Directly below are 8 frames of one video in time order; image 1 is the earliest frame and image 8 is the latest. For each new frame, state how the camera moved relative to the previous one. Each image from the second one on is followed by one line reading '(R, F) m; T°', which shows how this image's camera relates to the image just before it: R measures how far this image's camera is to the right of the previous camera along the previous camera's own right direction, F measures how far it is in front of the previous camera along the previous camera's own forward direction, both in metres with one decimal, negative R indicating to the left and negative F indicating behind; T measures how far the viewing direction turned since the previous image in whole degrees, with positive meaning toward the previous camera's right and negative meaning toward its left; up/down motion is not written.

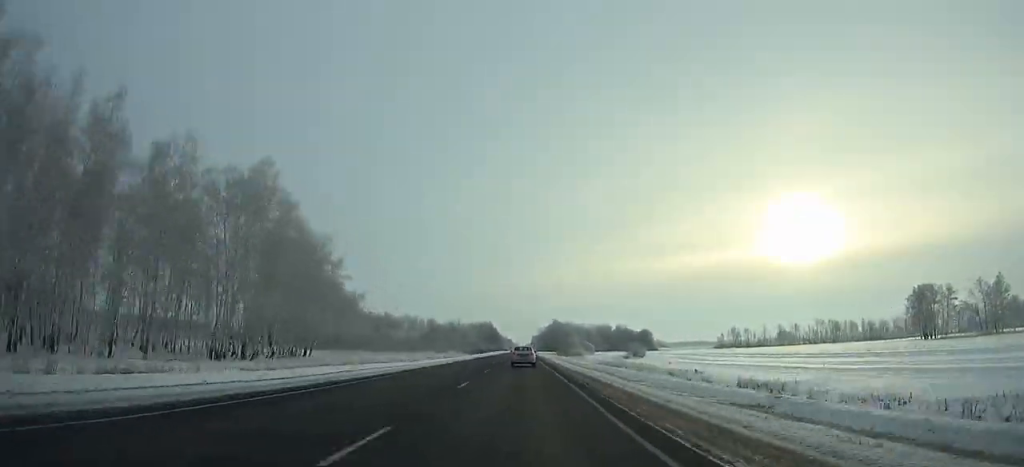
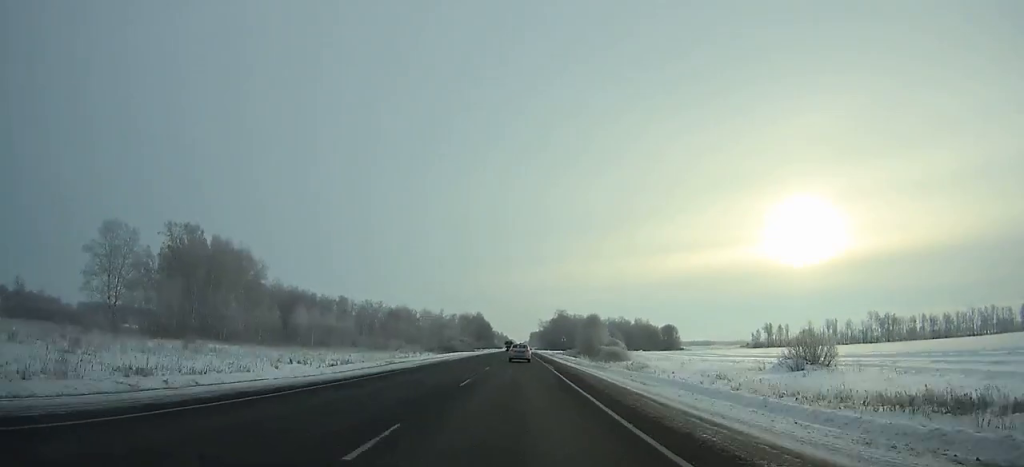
(+2.1, +74.0) m; +2°
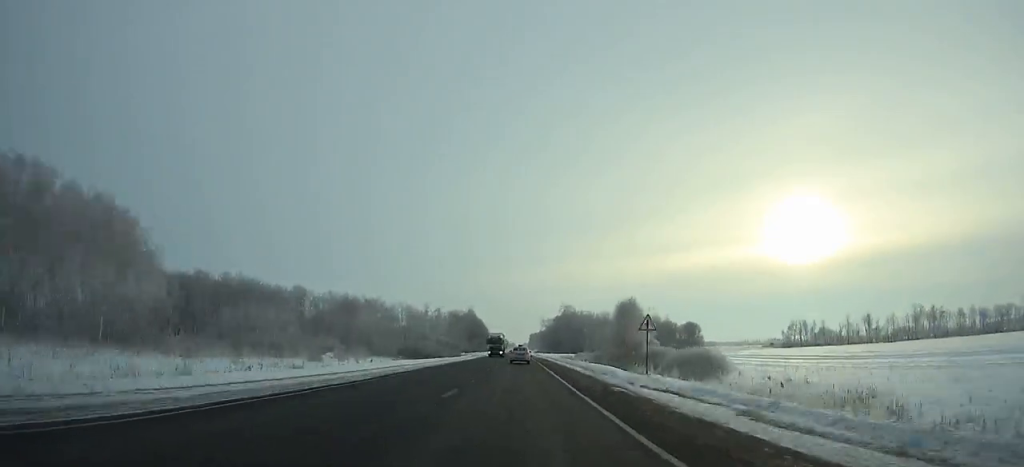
(+0.8, +47.2) m; -1°
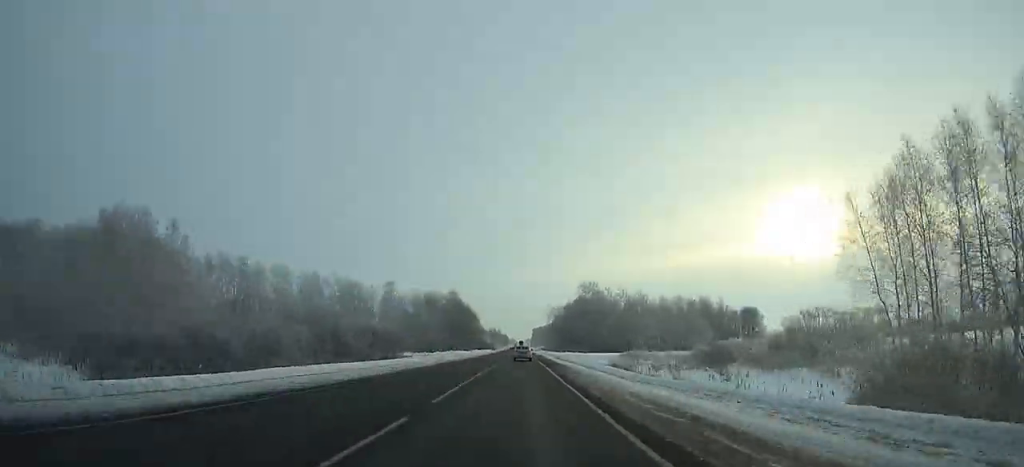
(-4.8, +85.4) m; -5°
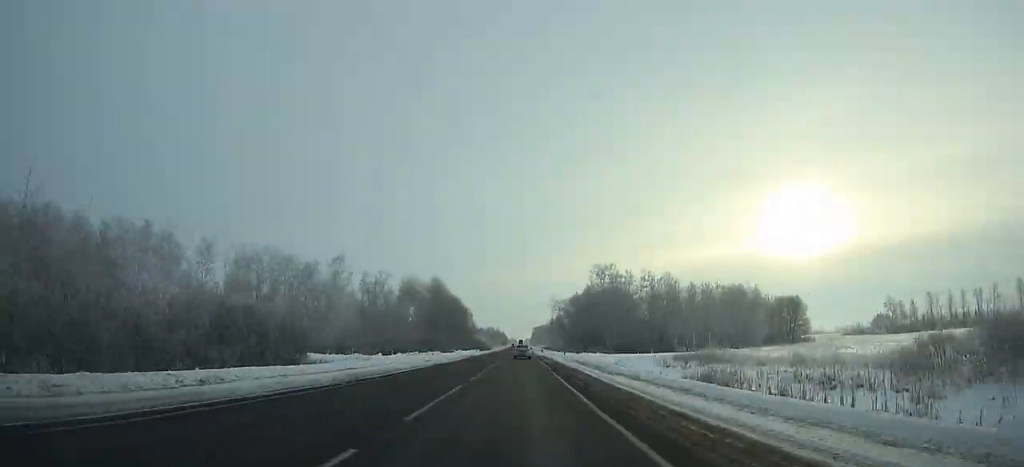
(-2.0, +43.2) m; 0°
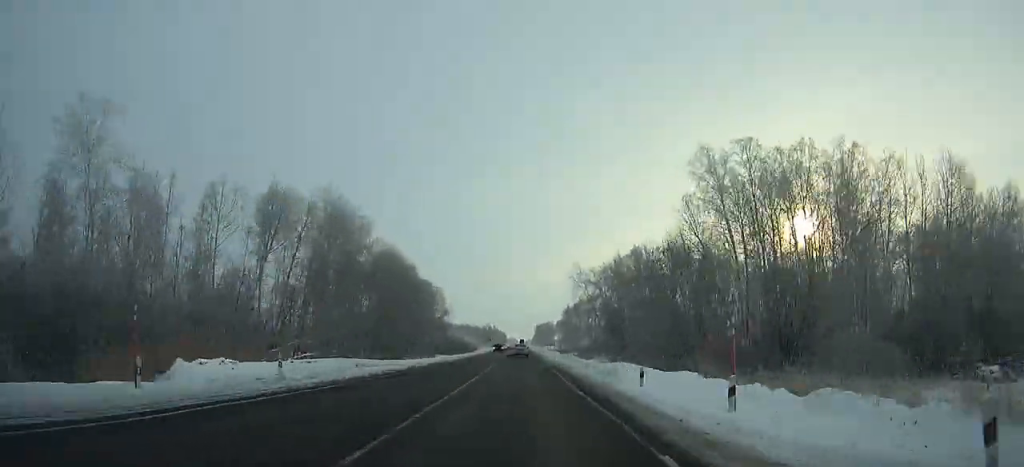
(+2.5, +107.1) m; +2°
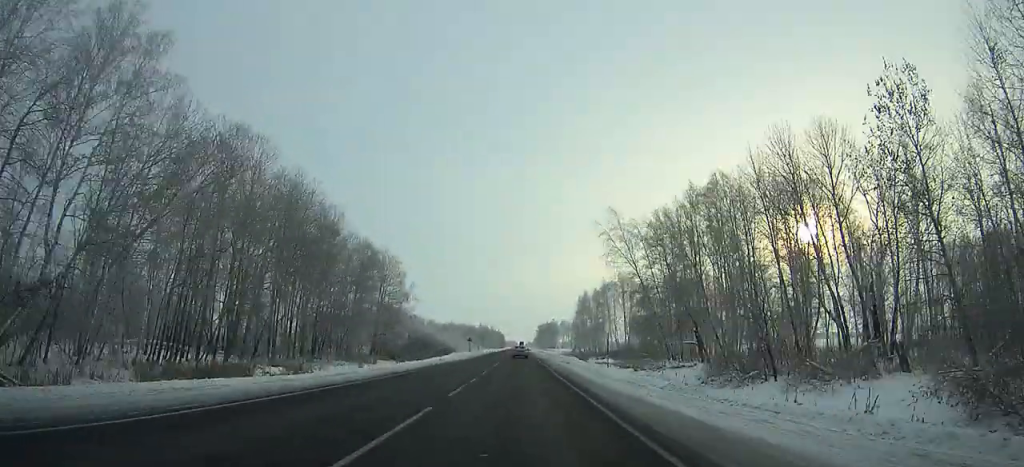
(+0.4, +61.6) m; 0°
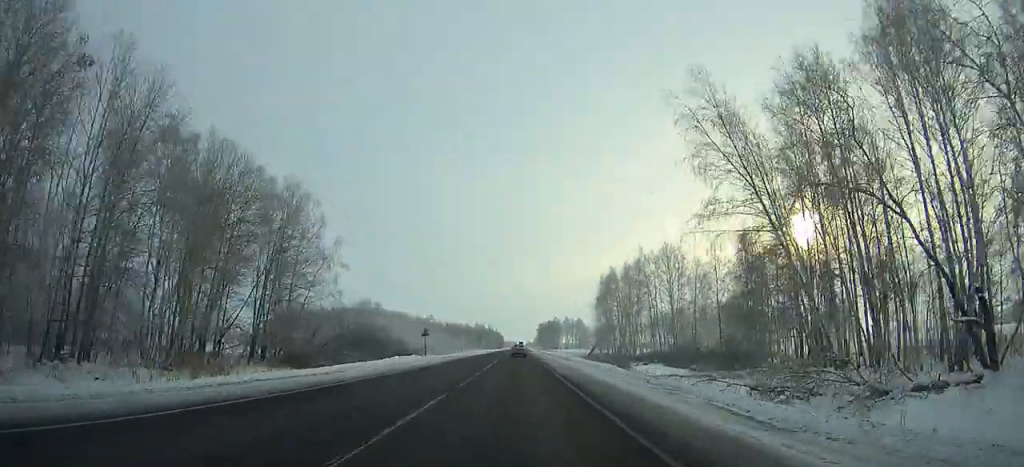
(0.0, +46.7) m; 0°
